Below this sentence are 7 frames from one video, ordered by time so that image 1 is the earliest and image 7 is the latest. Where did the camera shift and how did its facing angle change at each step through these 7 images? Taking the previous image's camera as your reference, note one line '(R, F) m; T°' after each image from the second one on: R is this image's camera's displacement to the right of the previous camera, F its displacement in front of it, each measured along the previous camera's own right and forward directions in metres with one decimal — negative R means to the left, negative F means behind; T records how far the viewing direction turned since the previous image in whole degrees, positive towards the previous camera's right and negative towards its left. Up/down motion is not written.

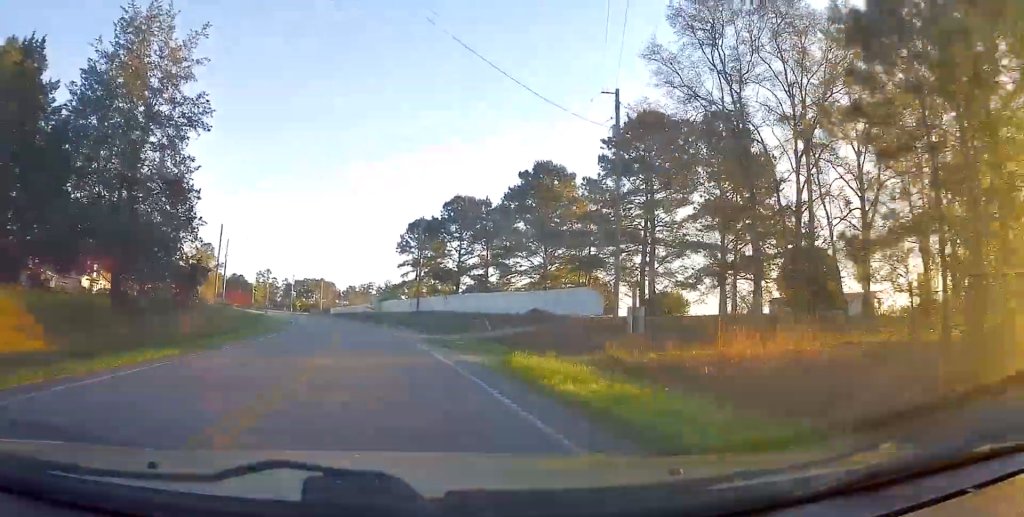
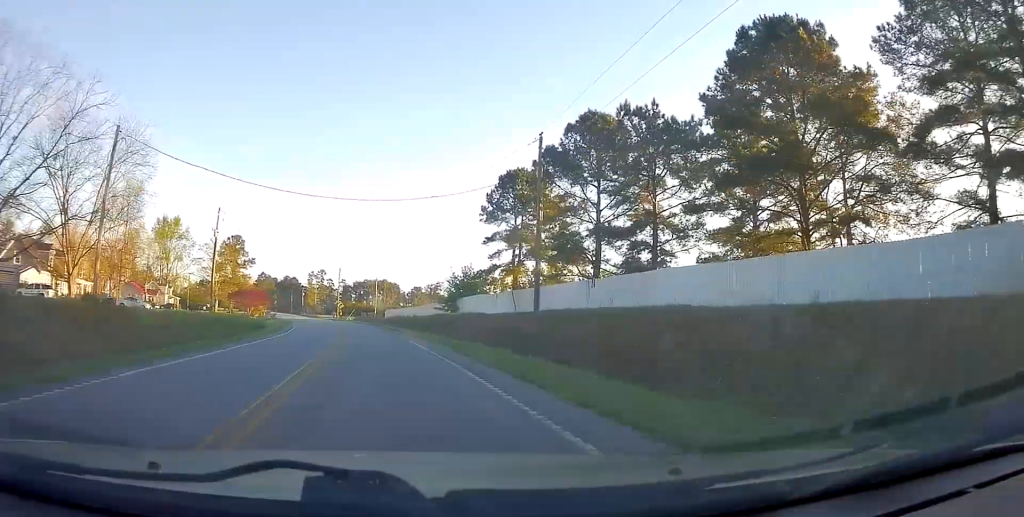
(-0.1, +32.3) m; -2°
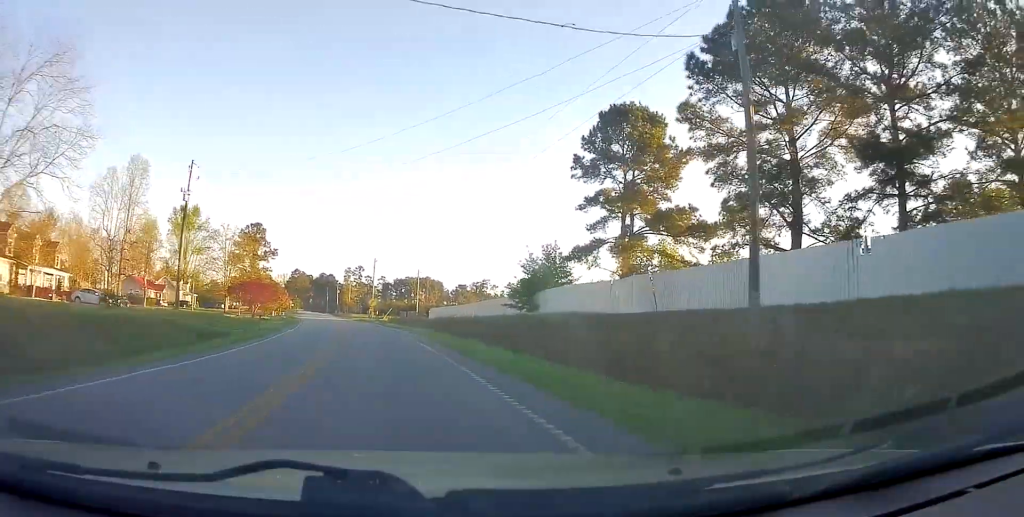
(-0.2, +18.7) m; -4°
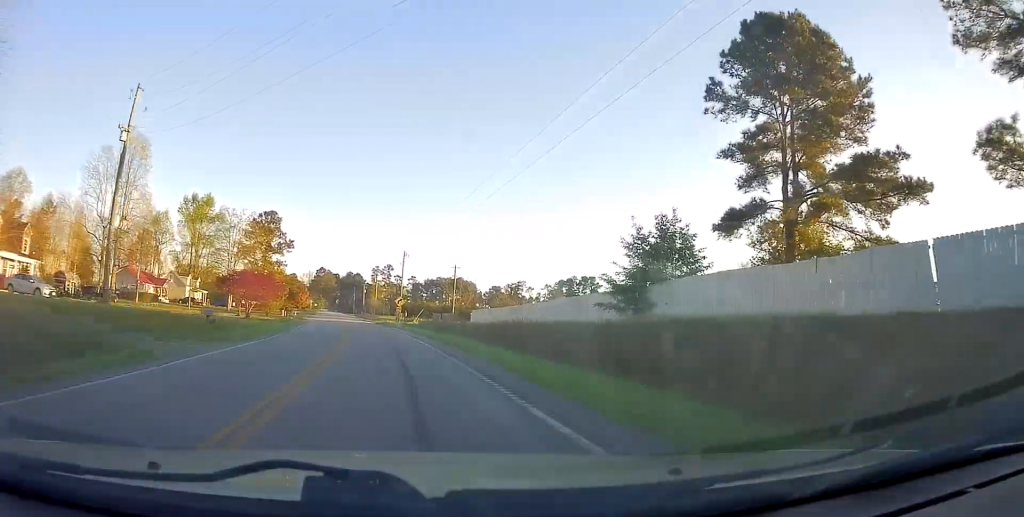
(-0.9, +14.3) m; -4°
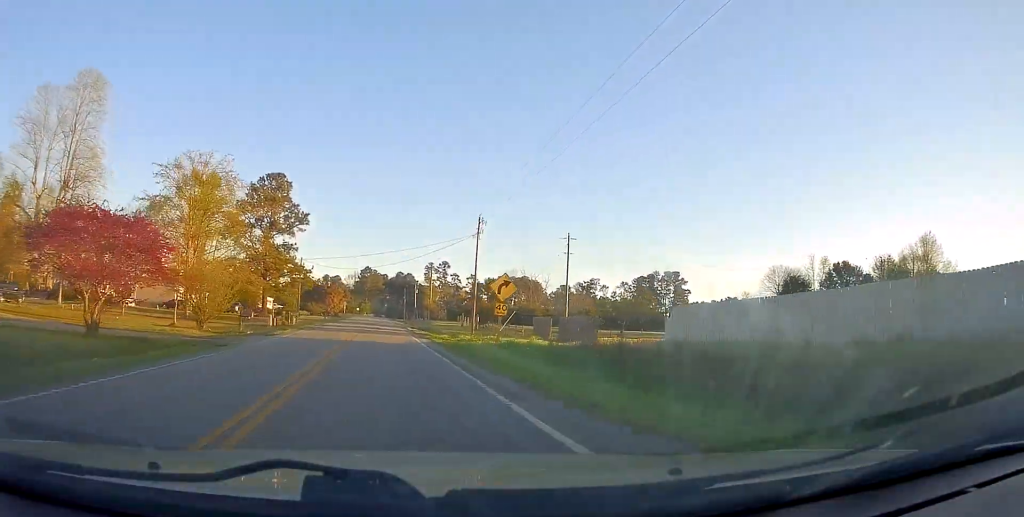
(-2.1, +34.3) m; -6°
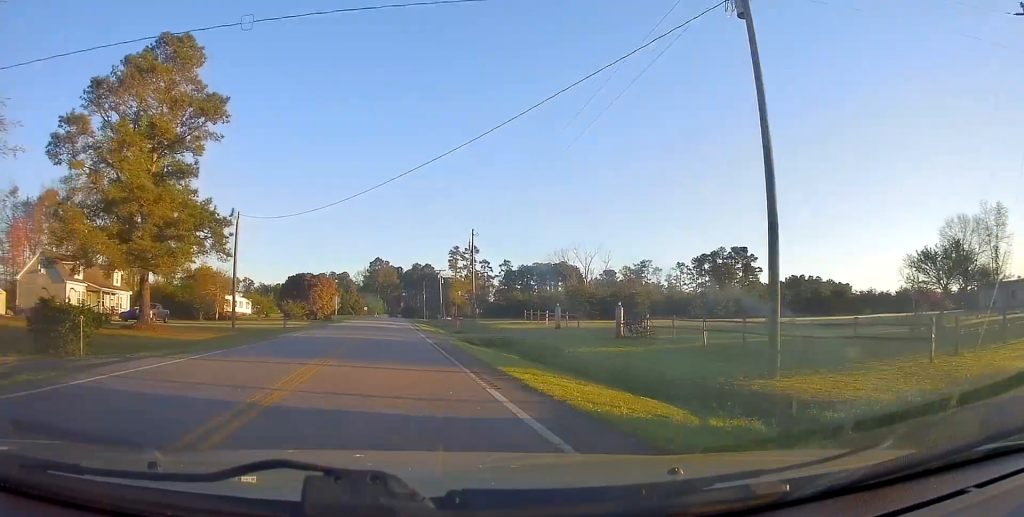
(-3.0, +39.8) m; -8°
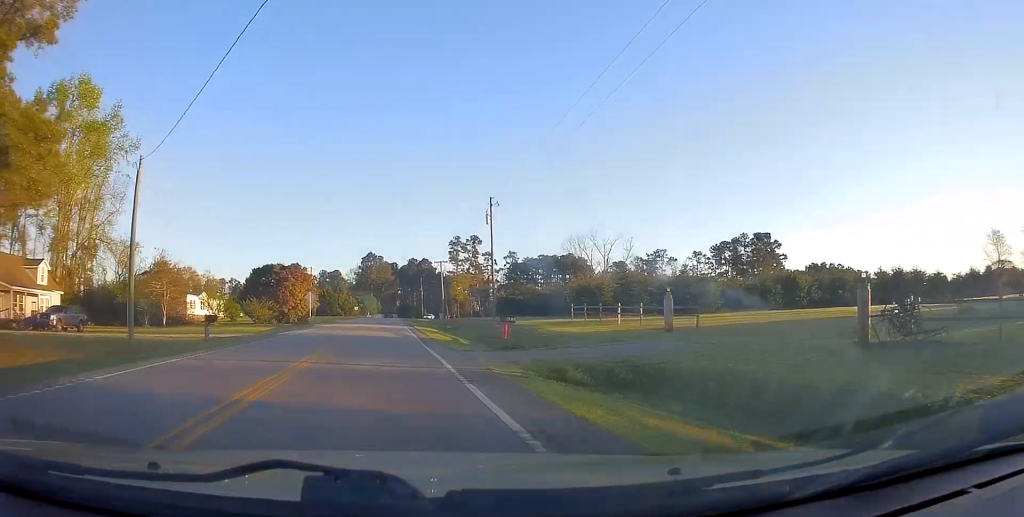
(-0.3, +17.5) m; -1°
